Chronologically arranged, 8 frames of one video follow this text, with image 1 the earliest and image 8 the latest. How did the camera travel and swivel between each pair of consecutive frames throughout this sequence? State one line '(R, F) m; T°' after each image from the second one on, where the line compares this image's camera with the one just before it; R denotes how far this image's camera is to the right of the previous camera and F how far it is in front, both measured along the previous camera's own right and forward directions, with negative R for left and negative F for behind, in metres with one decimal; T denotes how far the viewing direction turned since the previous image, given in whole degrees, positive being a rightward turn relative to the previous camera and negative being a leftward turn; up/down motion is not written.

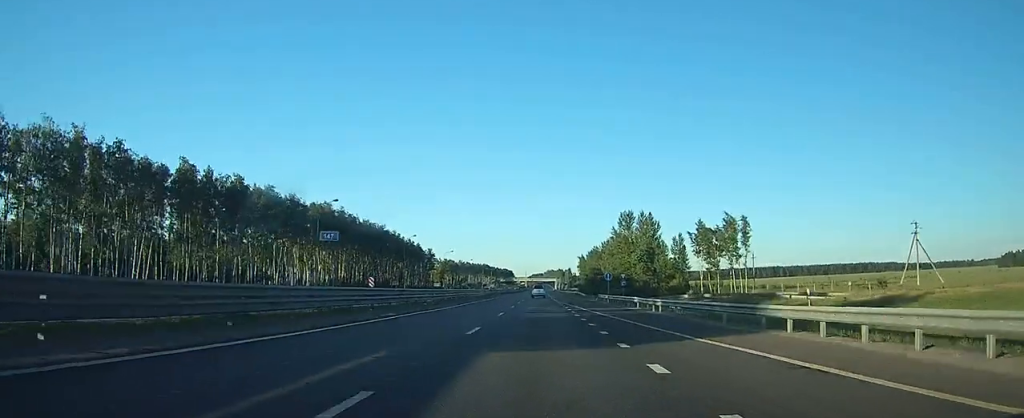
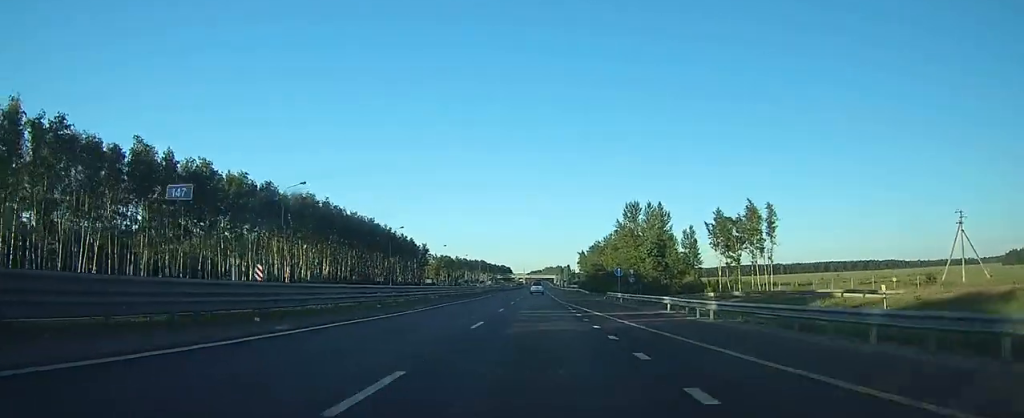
(0.0, +10.4) m; 0°
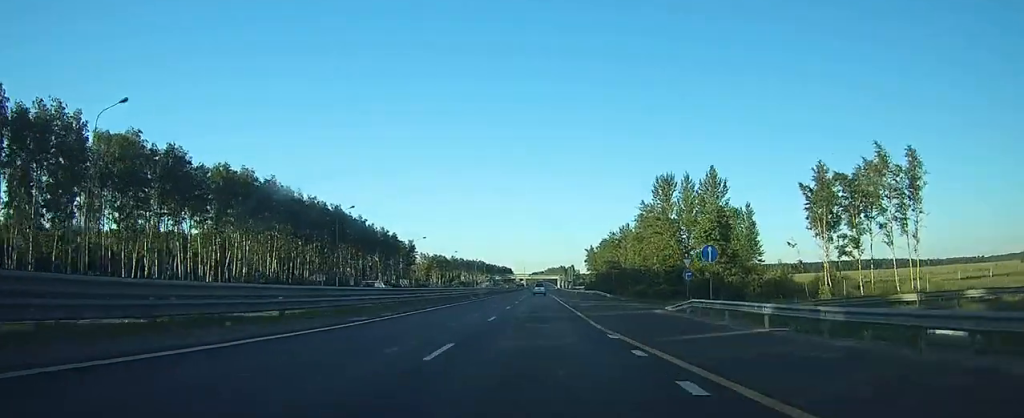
(-0.1, +31.5) m; 0°
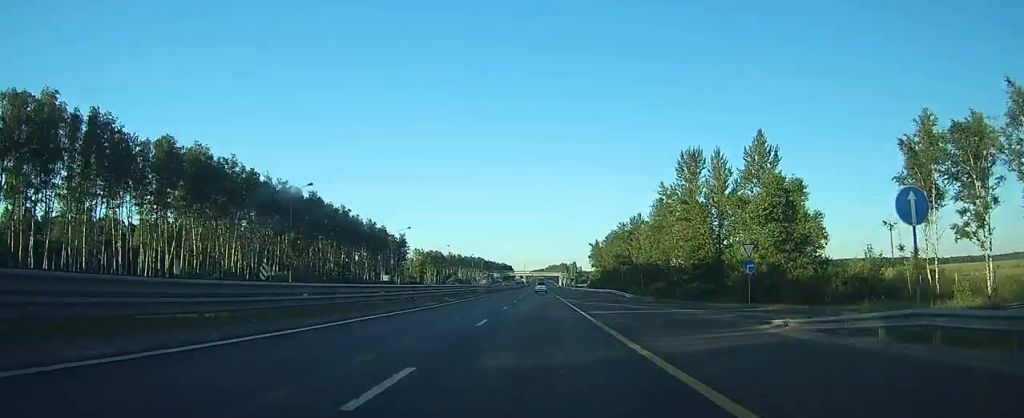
(-0.1, +16.3) m; 0°
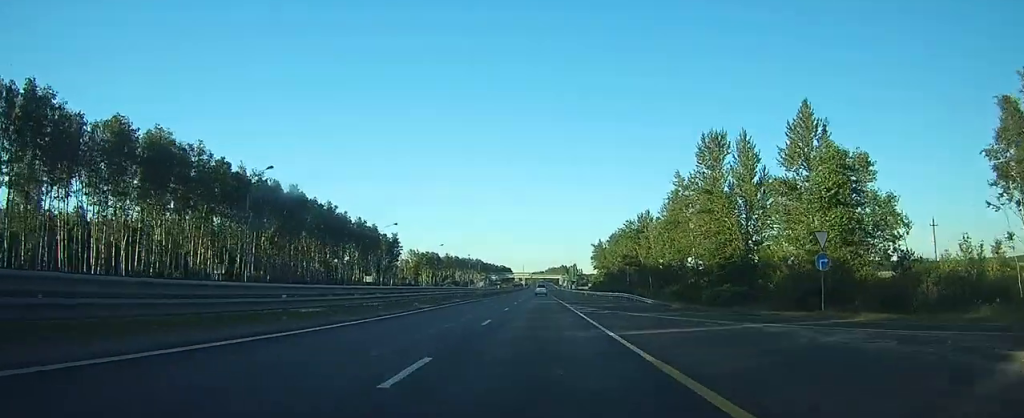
(0.0, +10.6) m; 0°
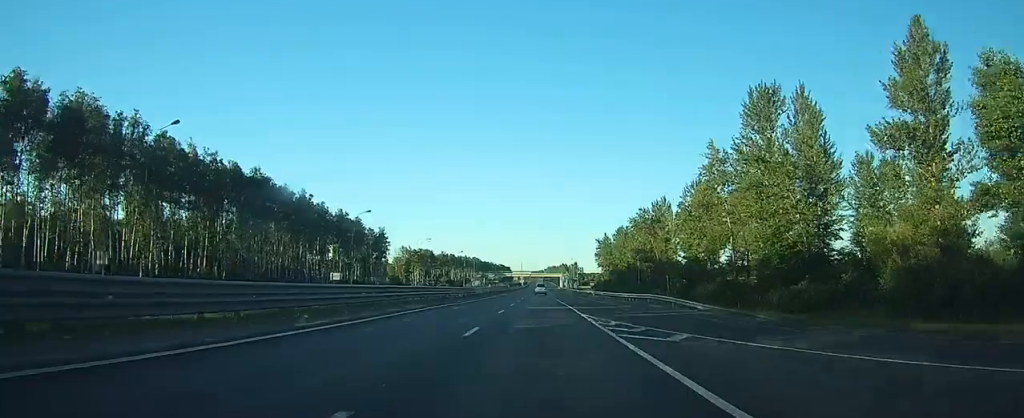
(+0.1, +16.4) m; 0°
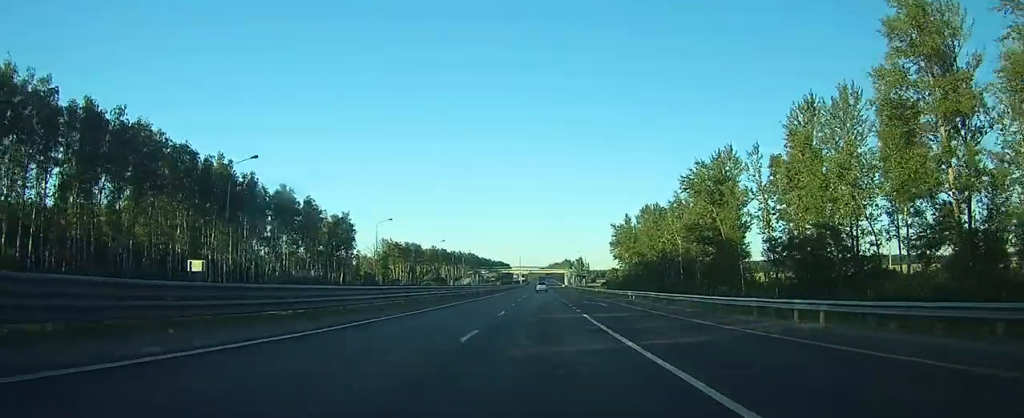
(+0.1, +37.1) m; 0°
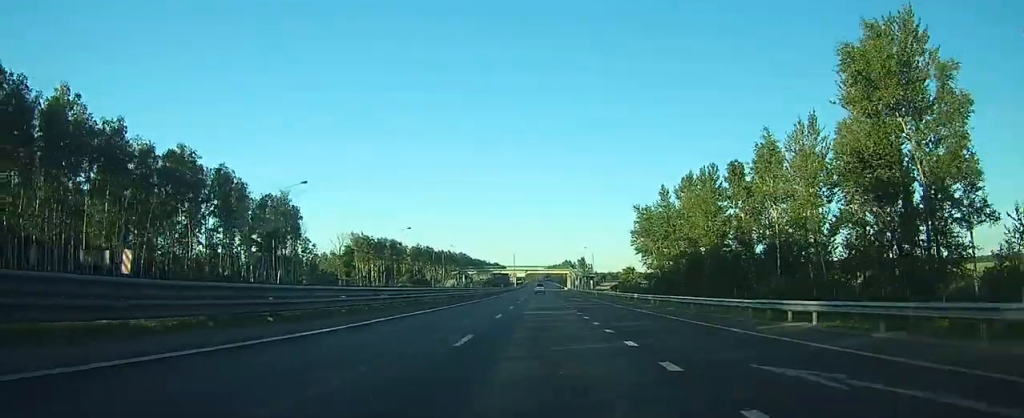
(+0.1, +37.4) m; 0°
